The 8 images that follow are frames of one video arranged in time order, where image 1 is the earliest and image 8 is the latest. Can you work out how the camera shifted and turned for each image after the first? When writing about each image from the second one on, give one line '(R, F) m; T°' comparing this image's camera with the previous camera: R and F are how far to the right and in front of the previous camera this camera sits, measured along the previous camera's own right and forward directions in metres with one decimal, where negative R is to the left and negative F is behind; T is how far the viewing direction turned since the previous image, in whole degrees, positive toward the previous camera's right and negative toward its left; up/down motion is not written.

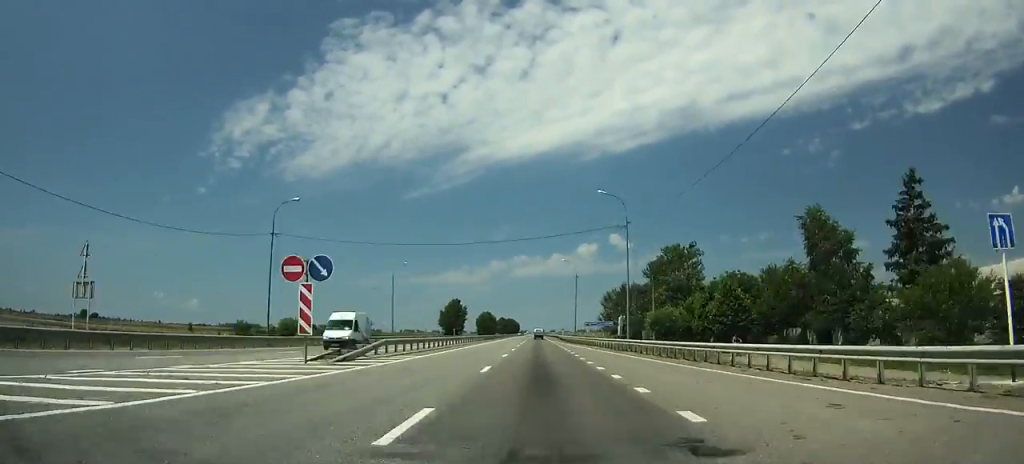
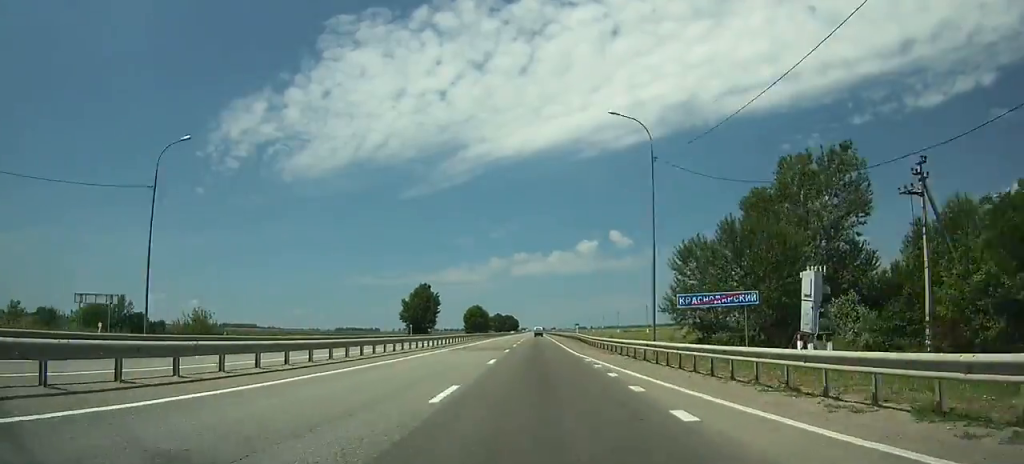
(-0.2, +56.9) m; 0°
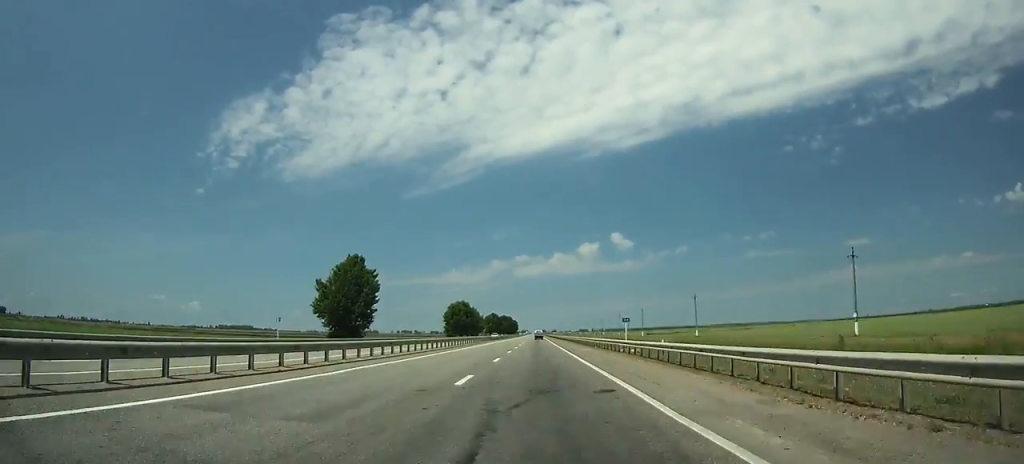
(+0.1, +56.9) m; 0°
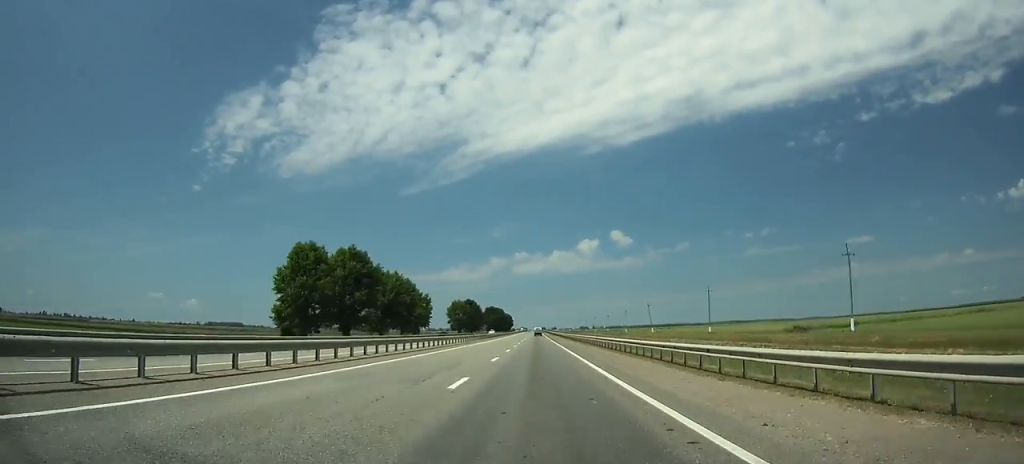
(-0.1, +133.8) m; 0°
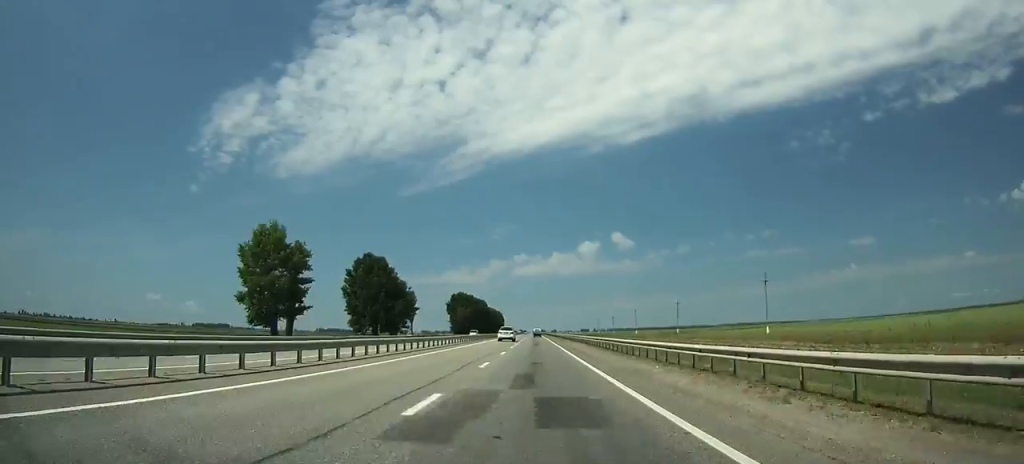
(-0.5, +147.4) m; 0°
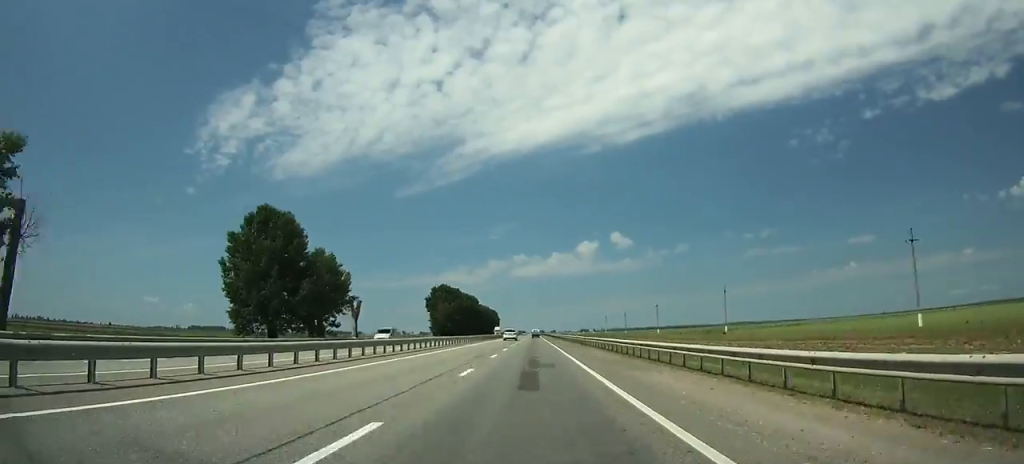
(+0.1, +38.6) m; 0°
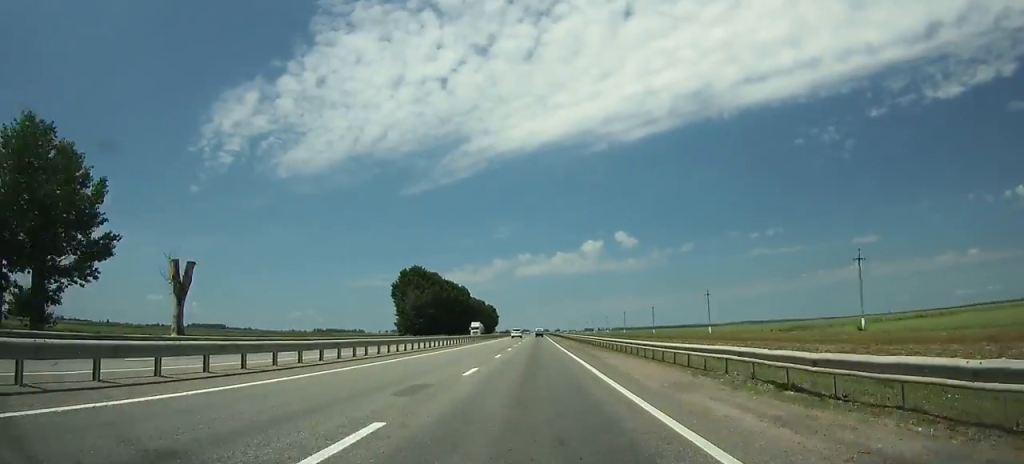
(0.0, +48.7) m; 0°
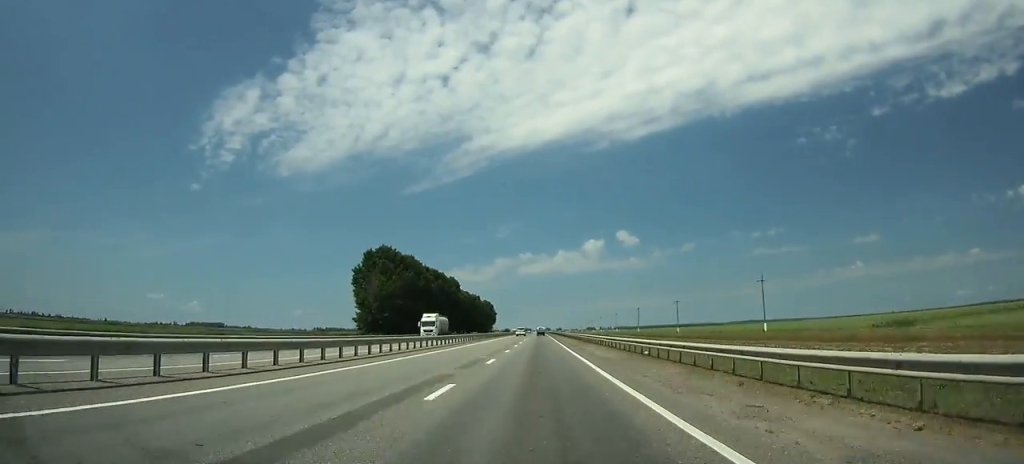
(-0.1, +29.4) m; 0°
